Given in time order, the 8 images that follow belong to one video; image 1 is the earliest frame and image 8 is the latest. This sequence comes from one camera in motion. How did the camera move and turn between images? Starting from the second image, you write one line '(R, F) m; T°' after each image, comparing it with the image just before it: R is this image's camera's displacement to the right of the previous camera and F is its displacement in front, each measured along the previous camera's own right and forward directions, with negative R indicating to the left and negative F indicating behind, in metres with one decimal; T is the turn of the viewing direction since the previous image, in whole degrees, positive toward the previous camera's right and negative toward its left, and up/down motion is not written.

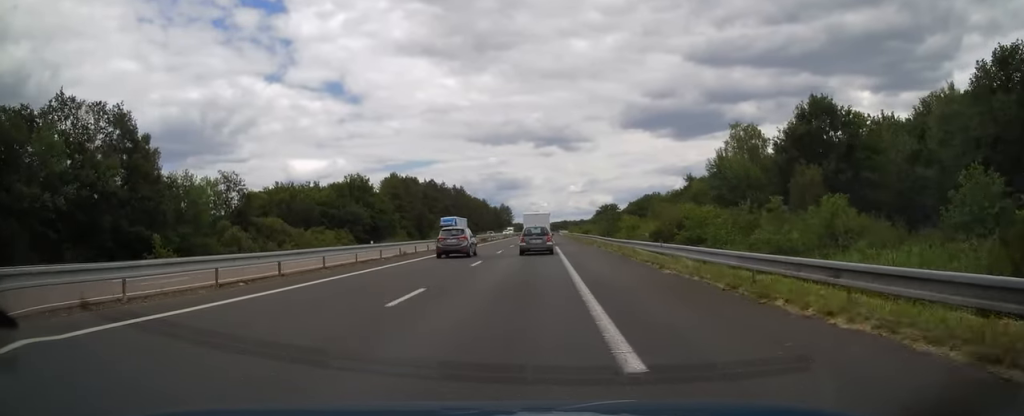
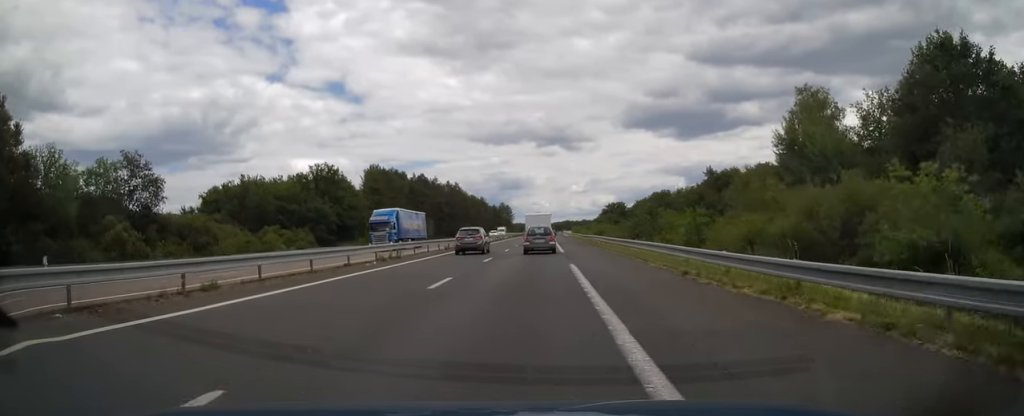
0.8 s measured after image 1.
(-0.1, +22.2) m; 0°
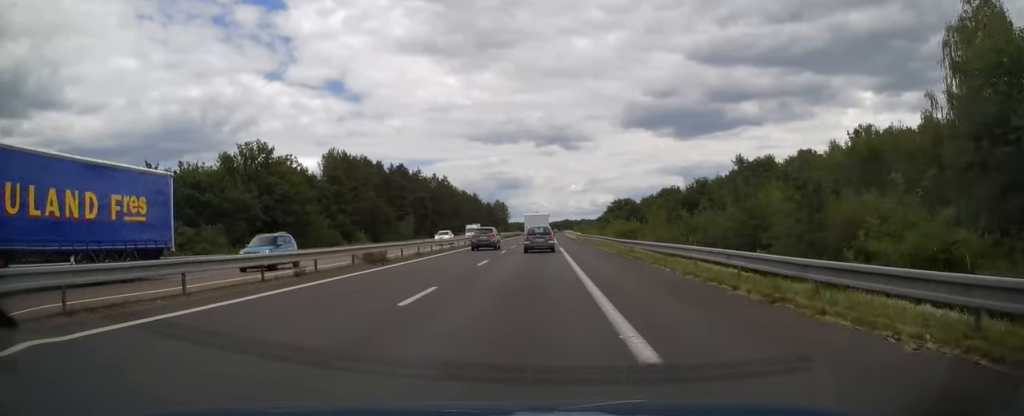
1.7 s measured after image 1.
(+0.1, +28.6) m; 0°
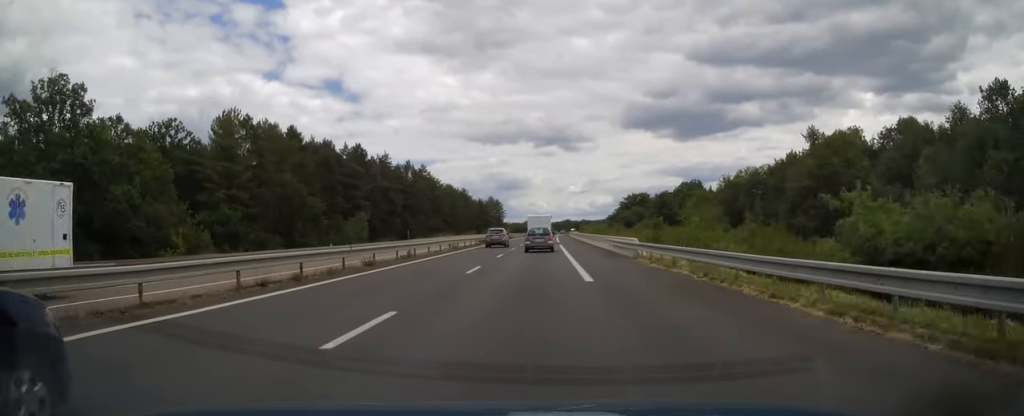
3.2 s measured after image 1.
(-0.2, +42.3) m; 0°
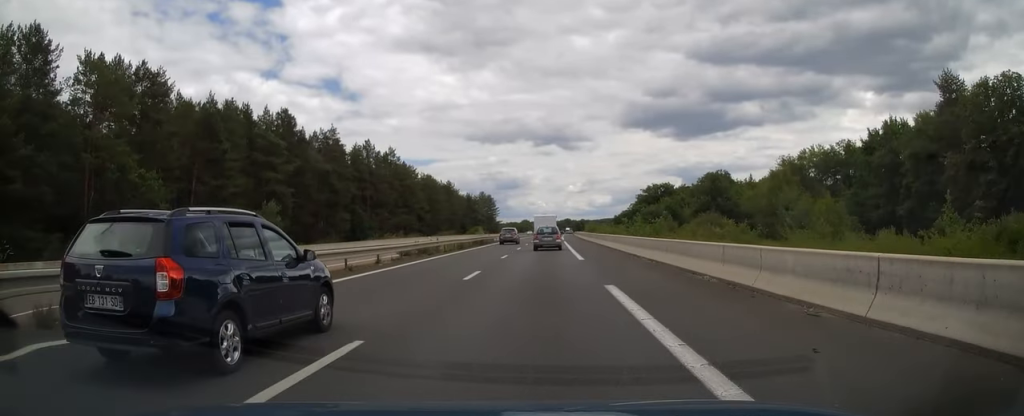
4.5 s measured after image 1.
(0.0, +40.8) m; 0°
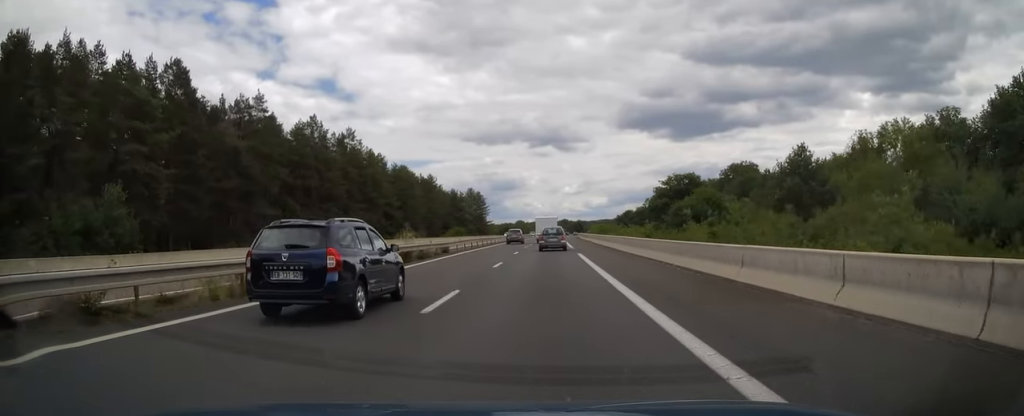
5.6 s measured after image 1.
(+0.2, +32.0) m; 0°
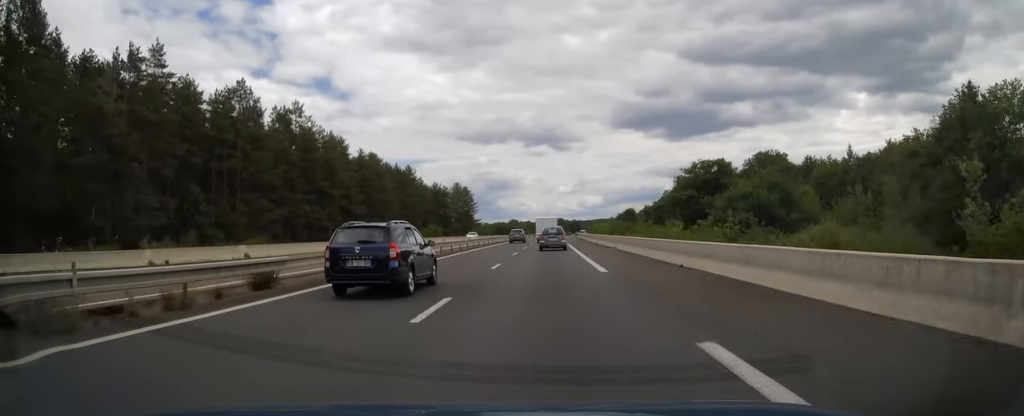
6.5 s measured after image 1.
(0.0, +26.5) m; 0°
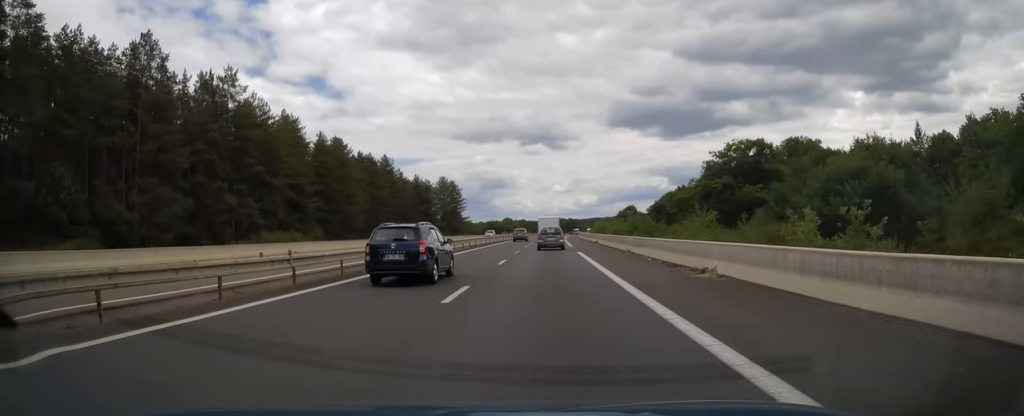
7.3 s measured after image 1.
(+0.1, +22.6) m; +1°
